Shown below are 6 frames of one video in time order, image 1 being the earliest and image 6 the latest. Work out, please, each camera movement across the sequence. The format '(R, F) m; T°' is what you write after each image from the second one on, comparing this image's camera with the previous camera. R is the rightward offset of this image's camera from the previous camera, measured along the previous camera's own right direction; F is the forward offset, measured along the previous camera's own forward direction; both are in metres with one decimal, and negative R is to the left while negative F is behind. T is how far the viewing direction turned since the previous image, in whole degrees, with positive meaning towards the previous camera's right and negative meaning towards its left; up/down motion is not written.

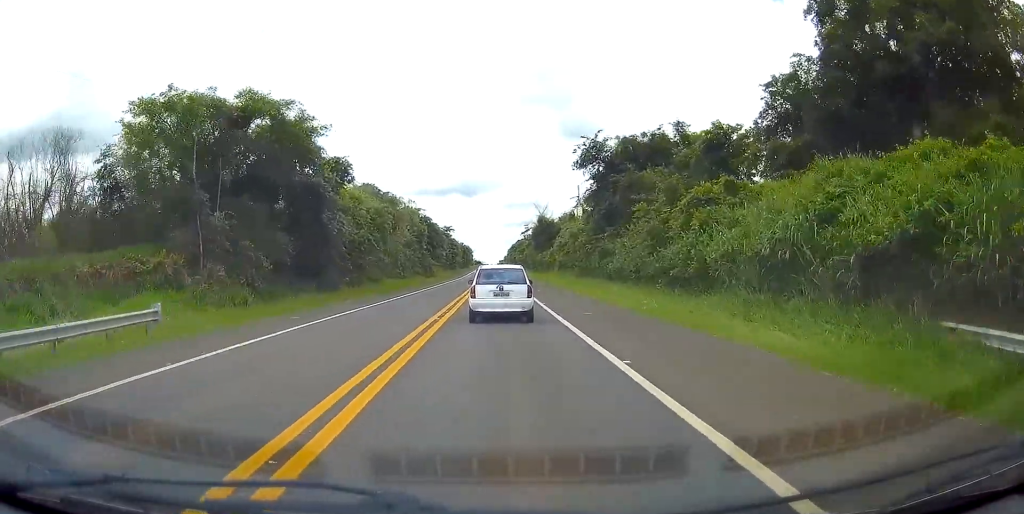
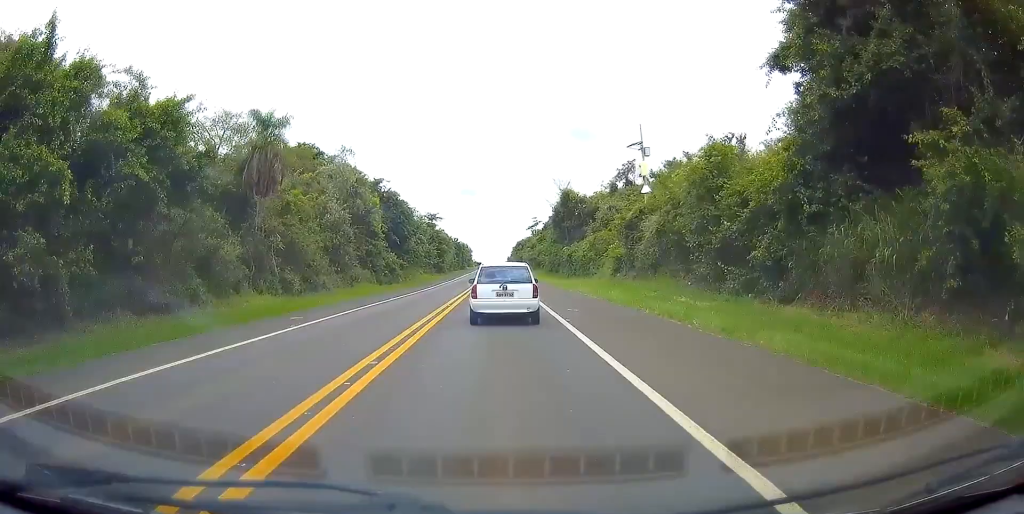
(+0.4, +39.9) m; +1°
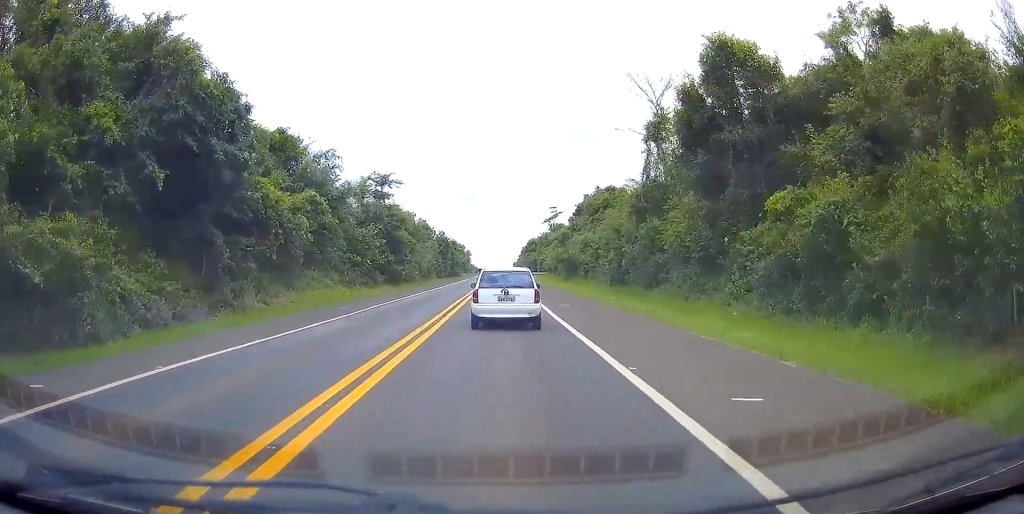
(+0.1, +54.7) m; -1°
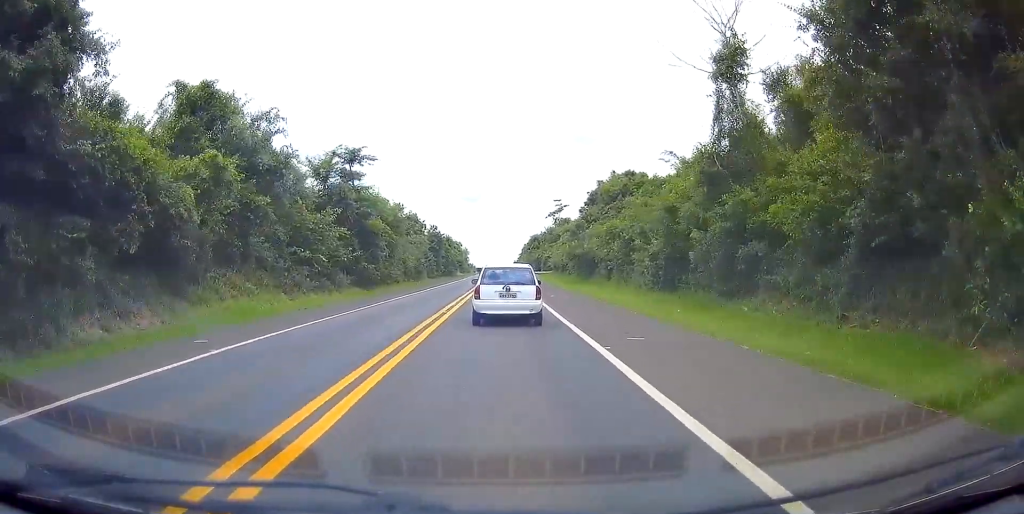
(-0.2, +13.7) m; 0°
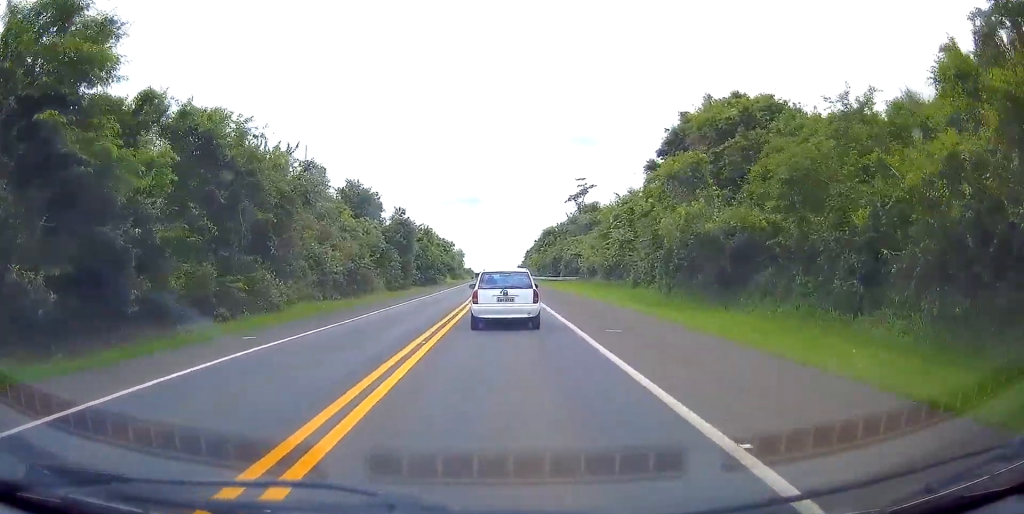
(+0.1, +37.0) m; +1°
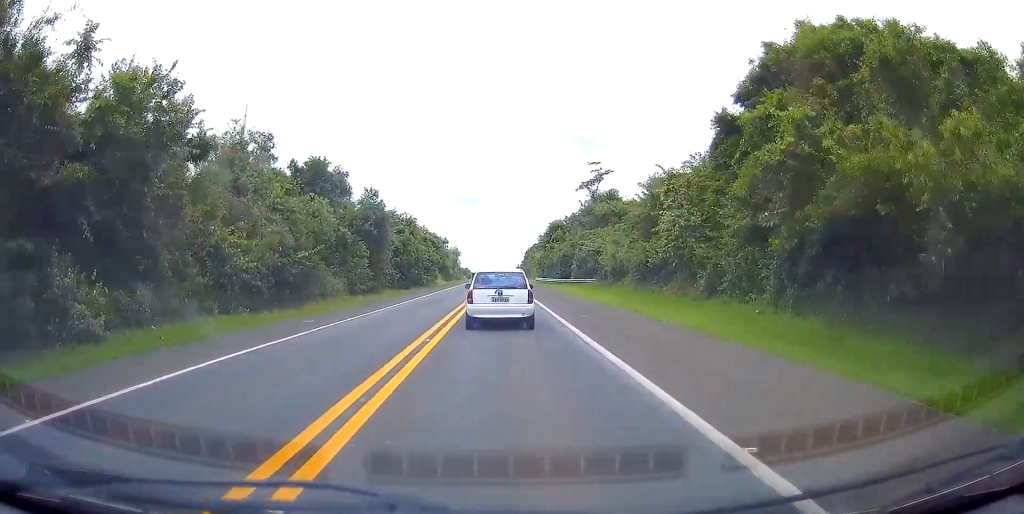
(0.0, +15.1) m; 0°
